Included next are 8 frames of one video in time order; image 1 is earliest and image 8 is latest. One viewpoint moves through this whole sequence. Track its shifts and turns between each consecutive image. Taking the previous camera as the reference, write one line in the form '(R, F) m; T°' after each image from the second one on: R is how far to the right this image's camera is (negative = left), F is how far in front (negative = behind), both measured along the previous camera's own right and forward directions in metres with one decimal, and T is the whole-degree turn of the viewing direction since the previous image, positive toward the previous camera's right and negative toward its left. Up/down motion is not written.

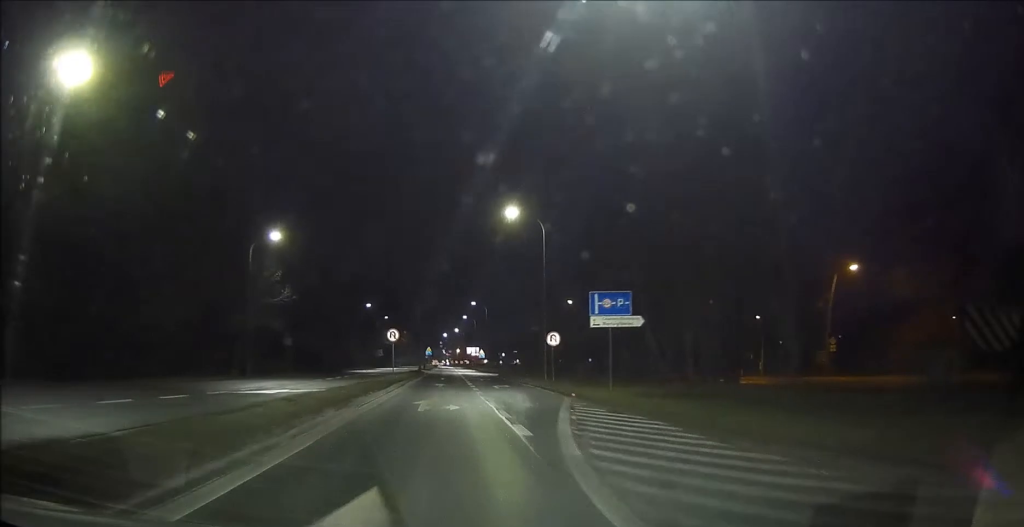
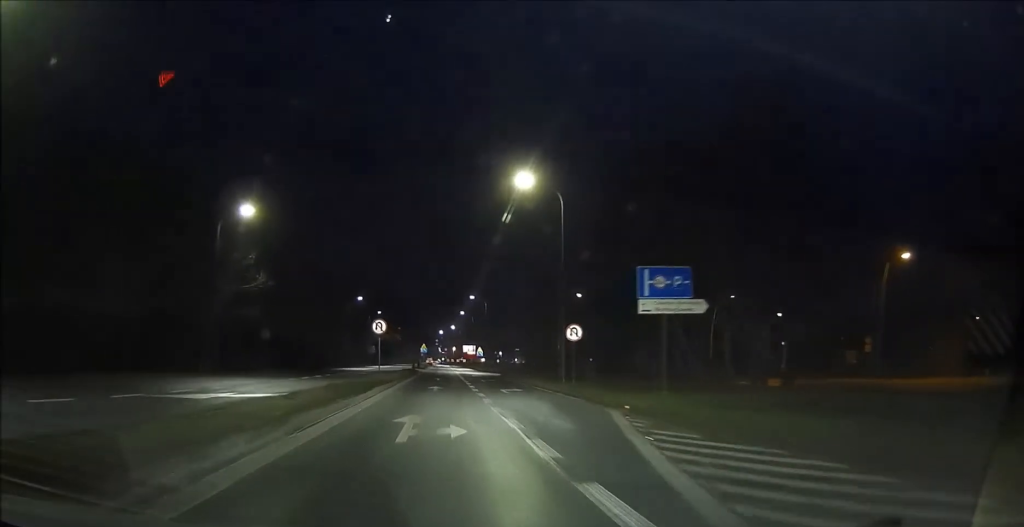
(0.0, +7.1) m; 0°
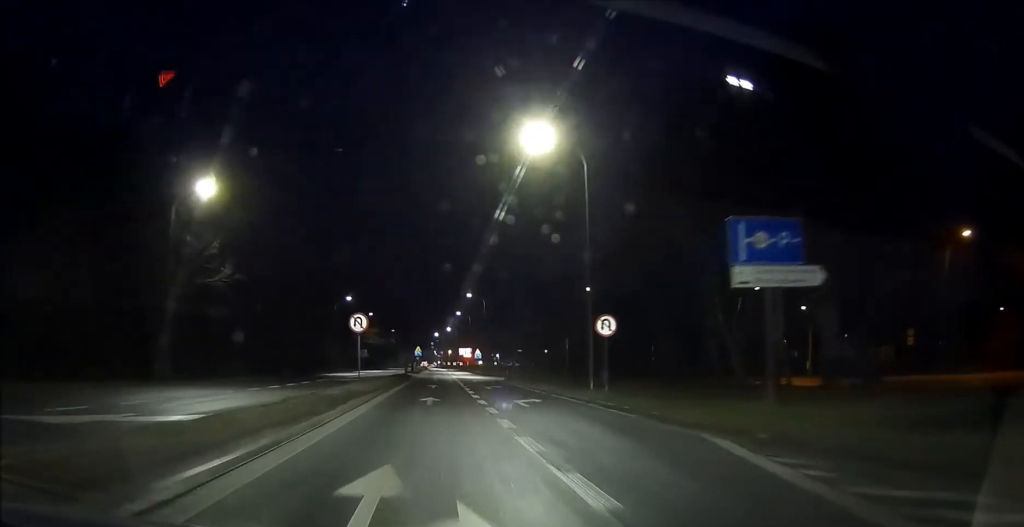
(+0.1, +7.2) m; 0°
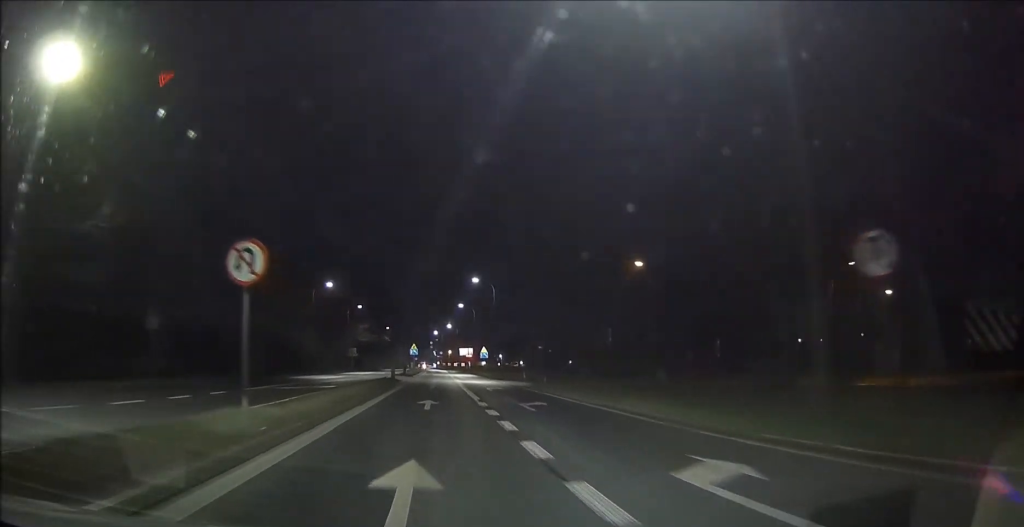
(+0.1, +16.9) m; +1°
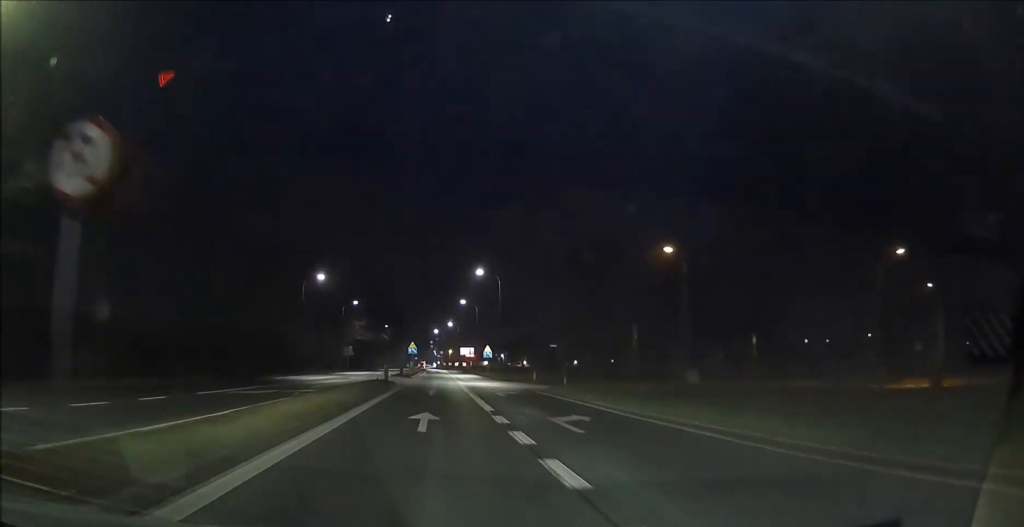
(0.0, +6.3) m; 0°
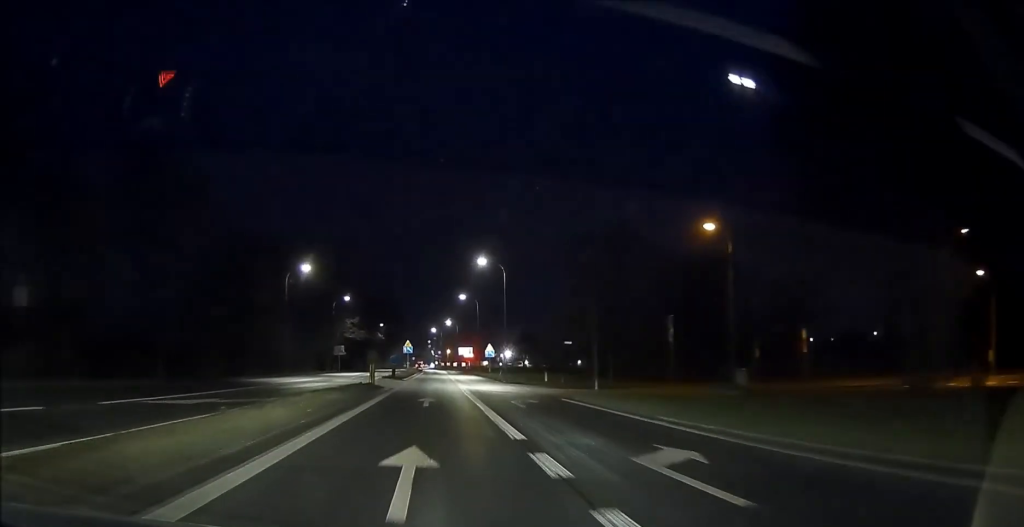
(+0.1, +7.3) m; 0°
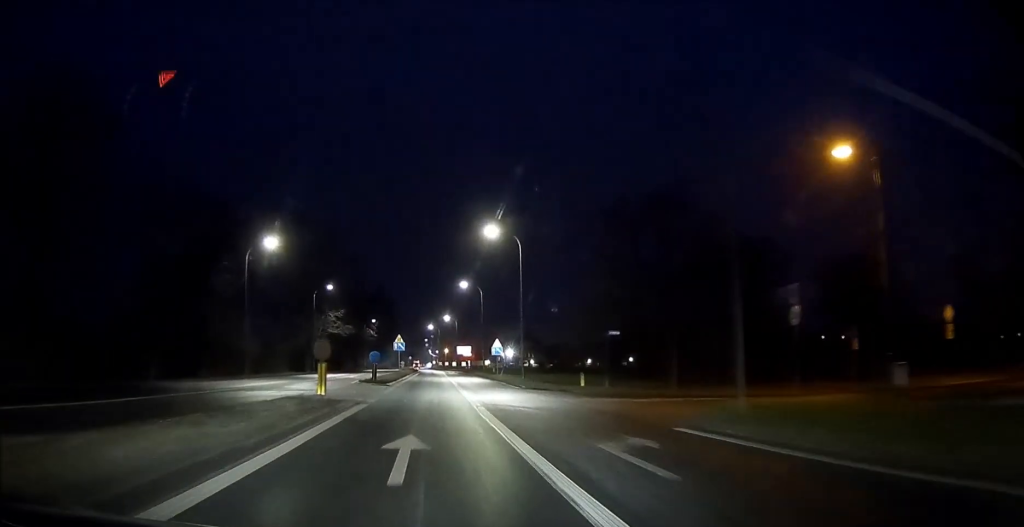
(0.0, +13.8) m; 0°
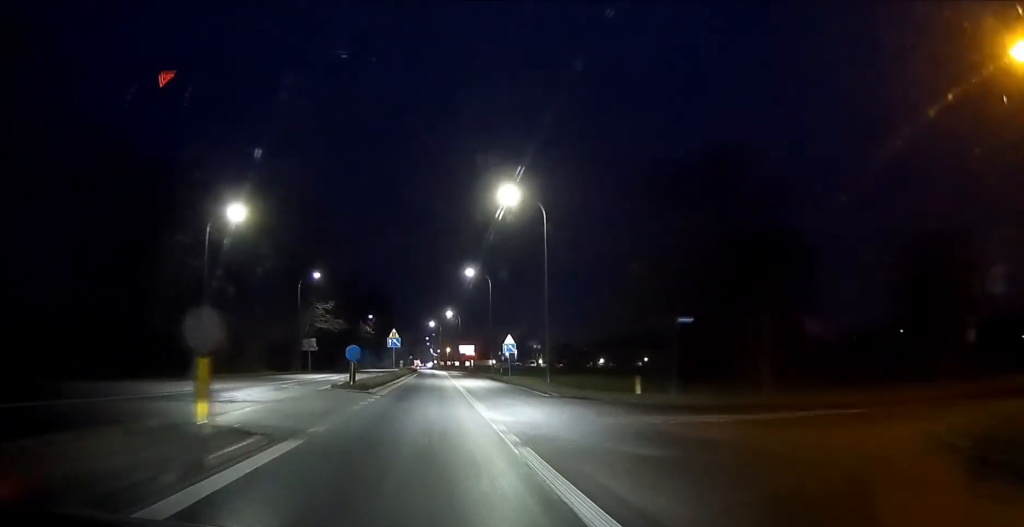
(0.0, +10.3) m; 0°
